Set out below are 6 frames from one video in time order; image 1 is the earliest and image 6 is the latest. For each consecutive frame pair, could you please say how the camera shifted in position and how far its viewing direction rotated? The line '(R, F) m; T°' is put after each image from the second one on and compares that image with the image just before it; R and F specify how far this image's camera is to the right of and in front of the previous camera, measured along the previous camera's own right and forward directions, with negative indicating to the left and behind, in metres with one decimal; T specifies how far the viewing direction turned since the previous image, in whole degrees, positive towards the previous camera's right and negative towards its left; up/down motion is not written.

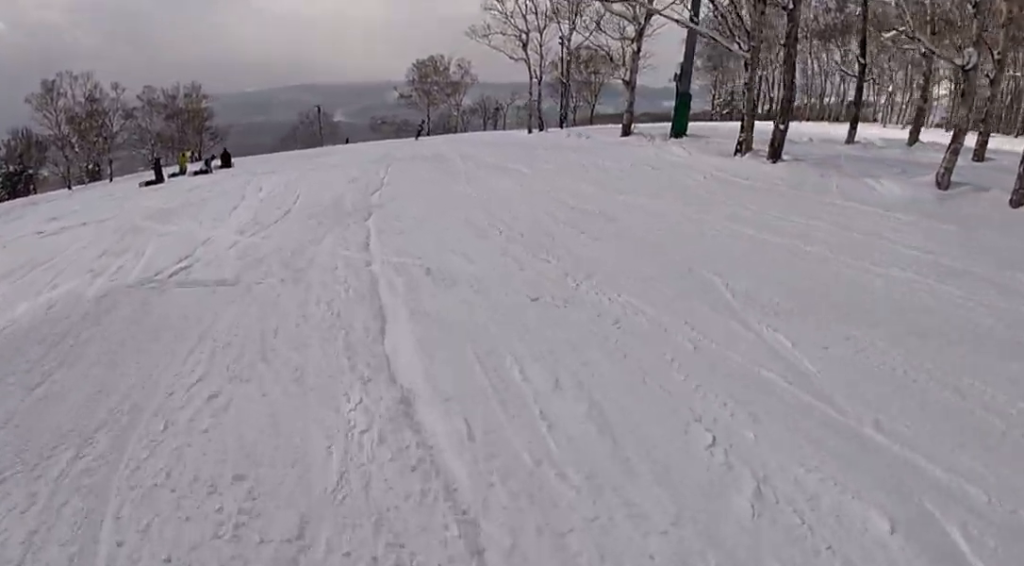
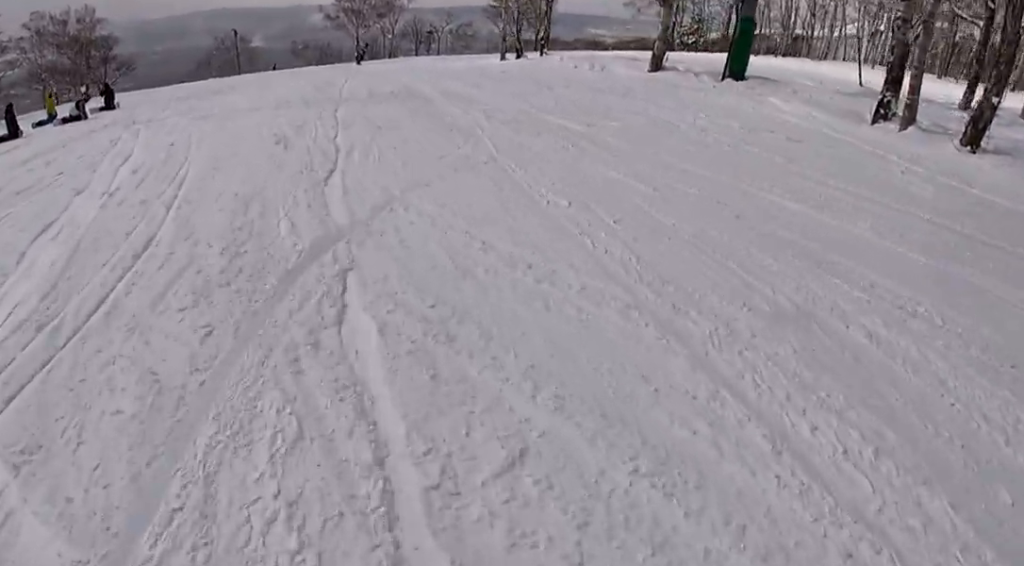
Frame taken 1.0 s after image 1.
(+1.6, +7.1) m; +13°
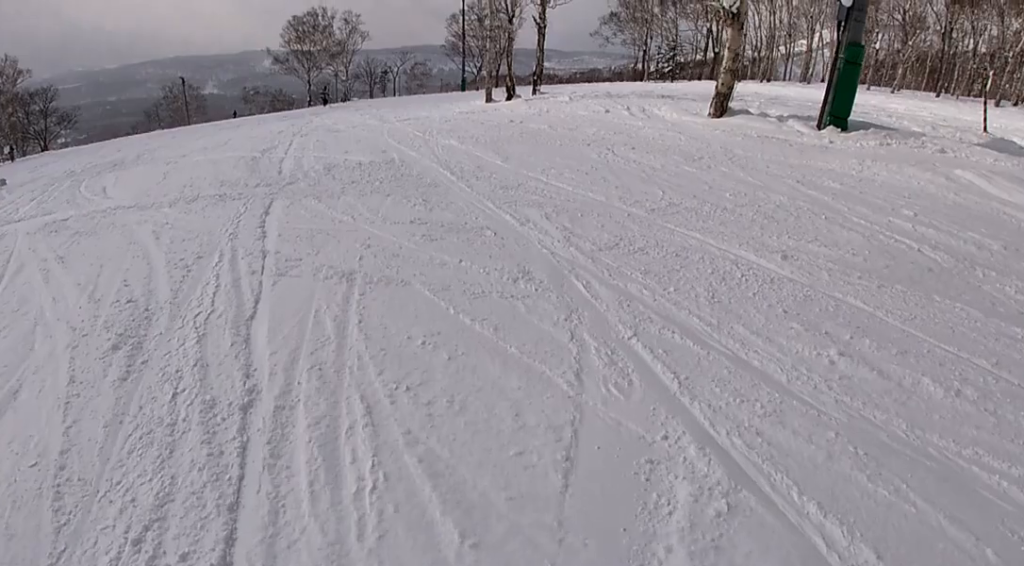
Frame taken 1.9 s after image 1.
(0.0, +6.2) m; 0°
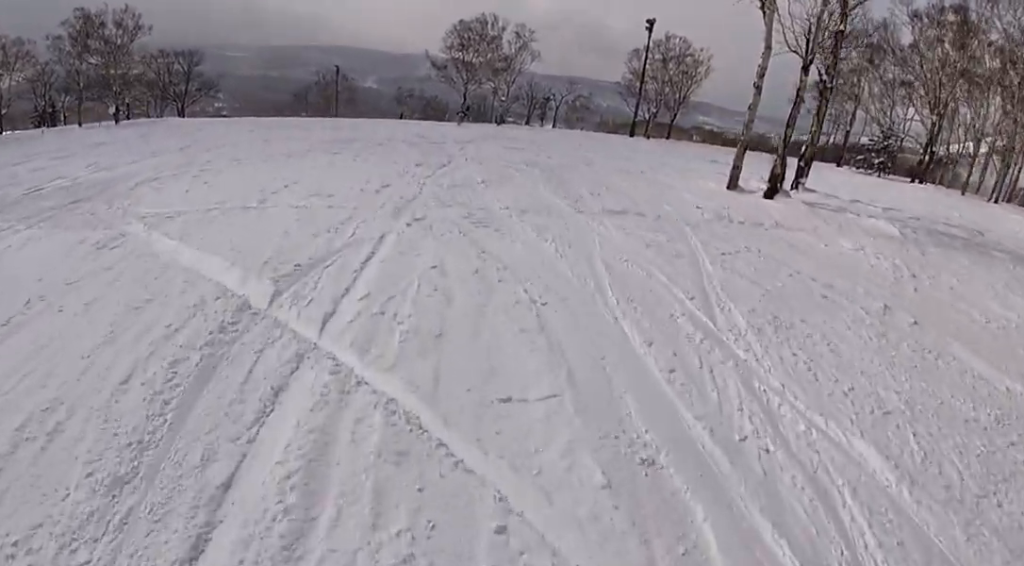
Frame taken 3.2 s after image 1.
(-0.4, +9.1) m; -10°
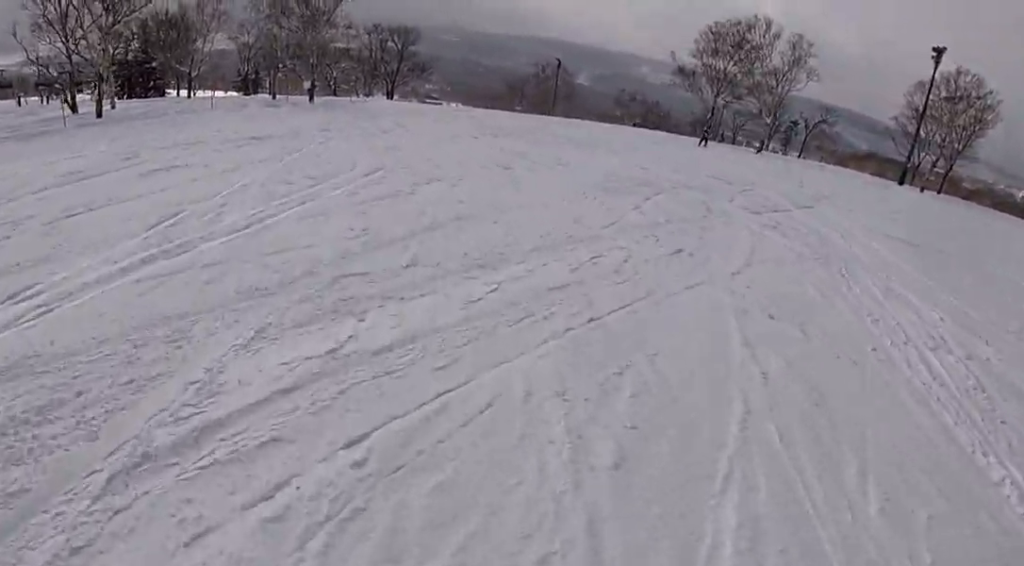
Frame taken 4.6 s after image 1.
(-1.8, +9.5) m; -22°
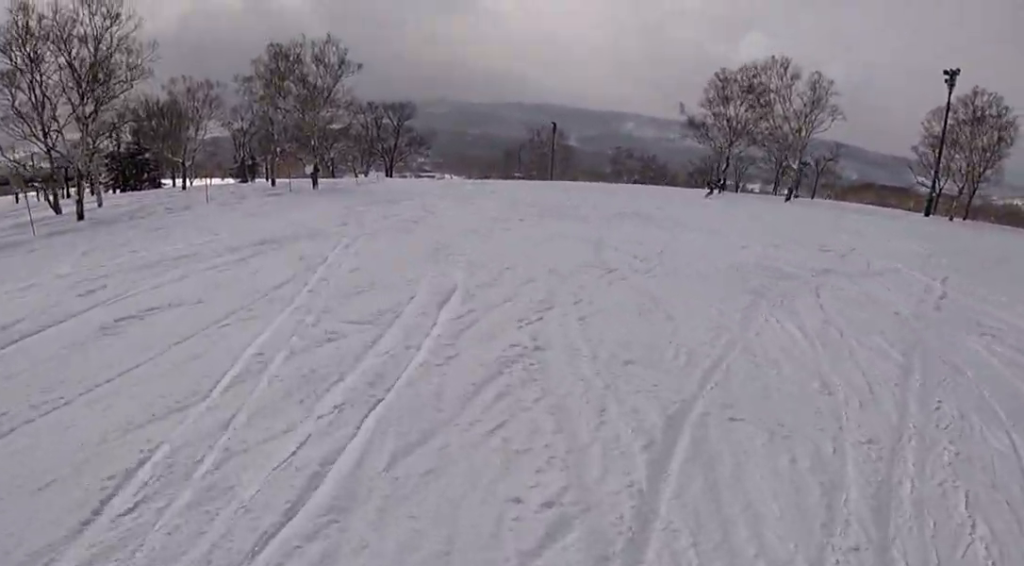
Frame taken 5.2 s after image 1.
(-0.4, +4.3) m; -5°
